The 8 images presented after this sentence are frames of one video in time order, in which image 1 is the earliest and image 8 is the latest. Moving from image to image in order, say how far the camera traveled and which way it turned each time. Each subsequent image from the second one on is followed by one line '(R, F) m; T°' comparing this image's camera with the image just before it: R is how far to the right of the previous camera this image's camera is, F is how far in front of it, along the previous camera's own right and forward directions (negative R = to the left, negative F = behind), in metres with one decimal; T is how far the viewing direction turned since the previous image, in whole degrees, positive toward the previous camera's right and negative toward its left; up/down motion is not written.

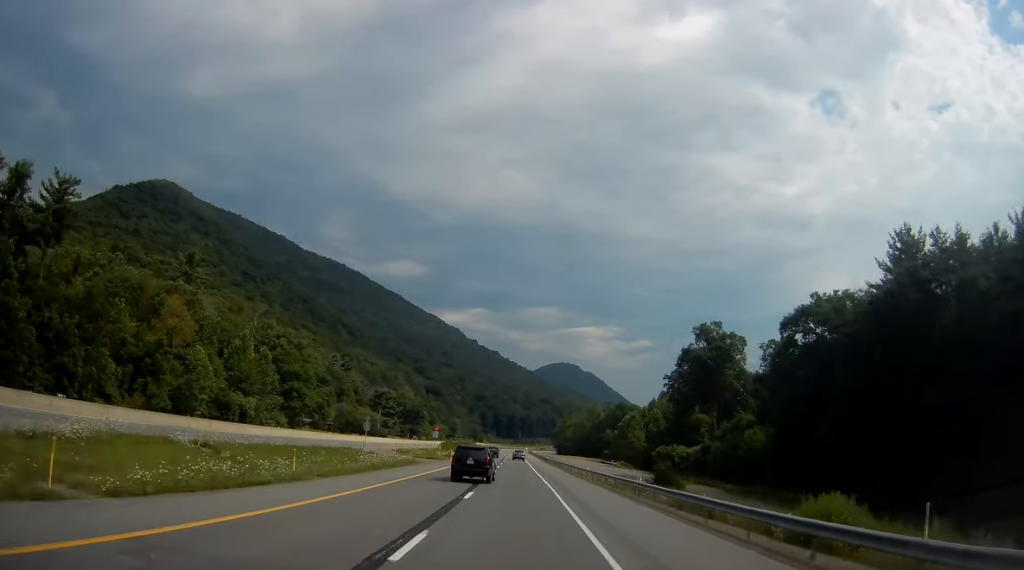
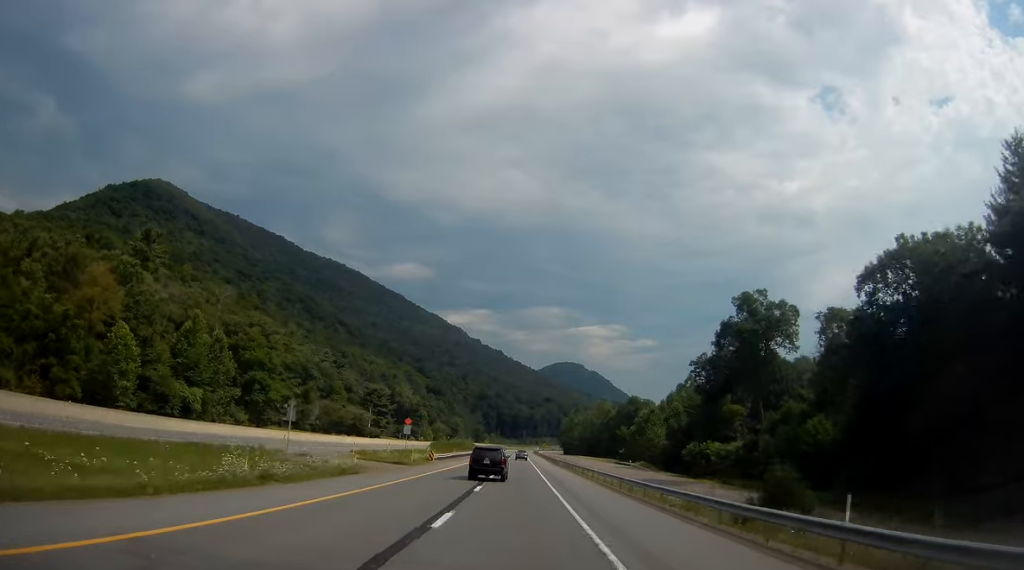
(-0.4, +20.8) m; -1°
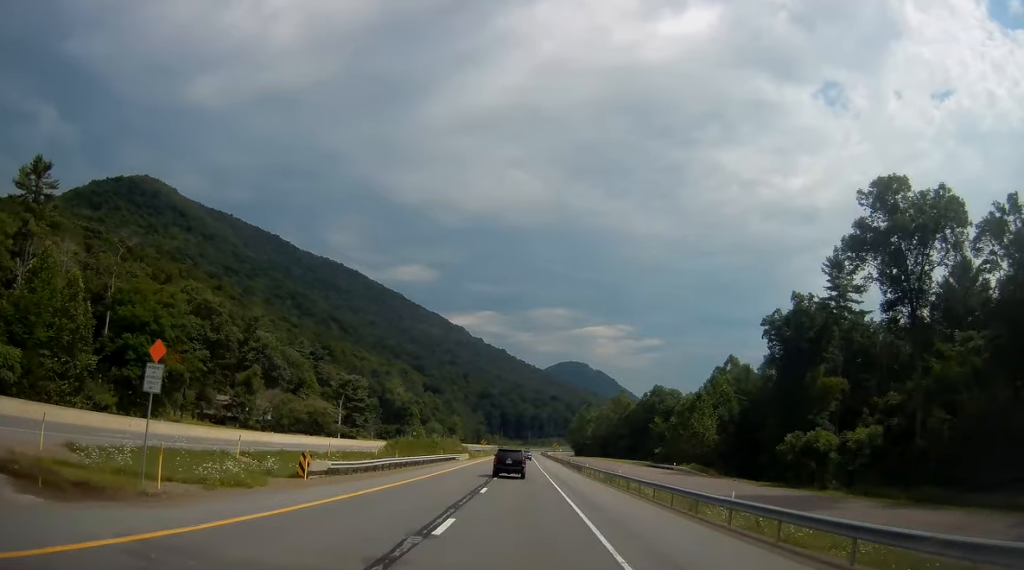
(-0.2, +39.2) m; -1°
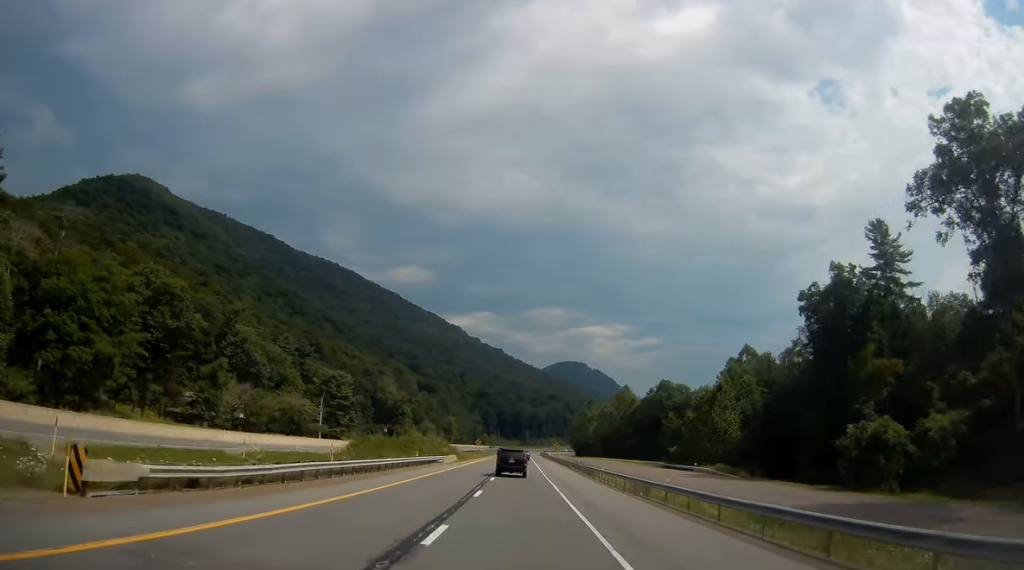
(-0.2, +15.3) m; 0°
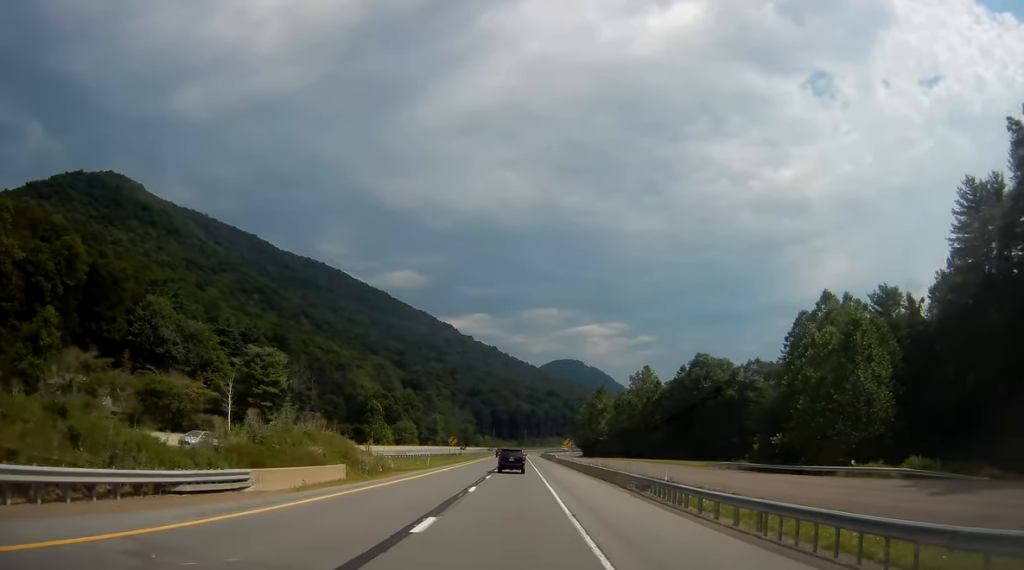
(+0.3, +50.7) m; 0°
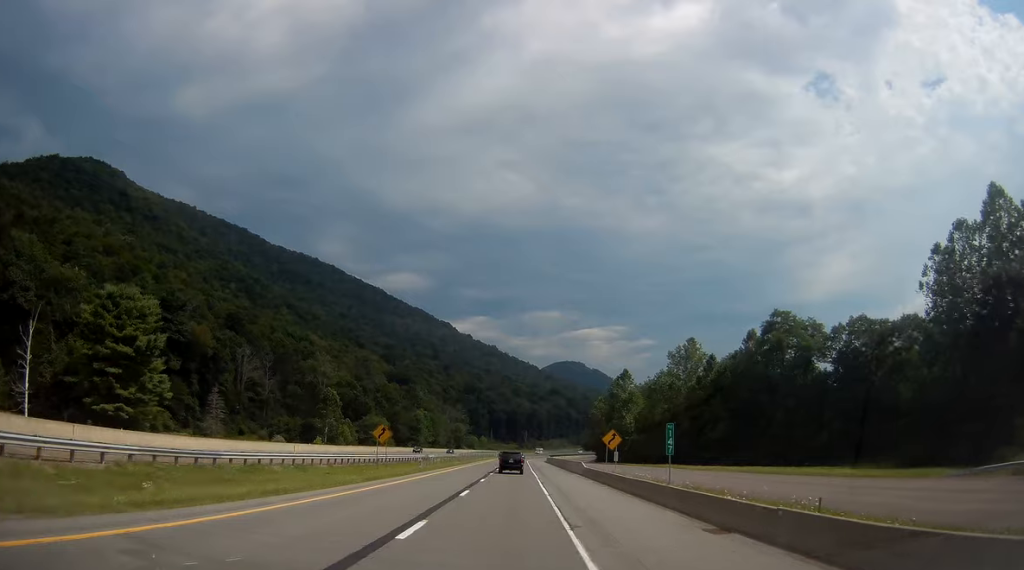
(-0.3, +48.6) m; -1°
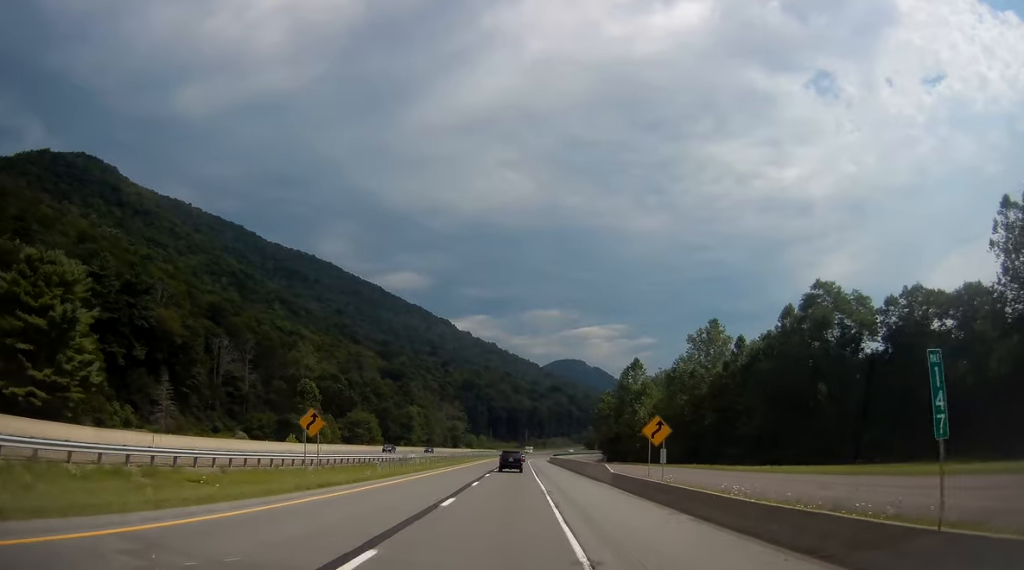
(-0.1, +17.5) m; 0°
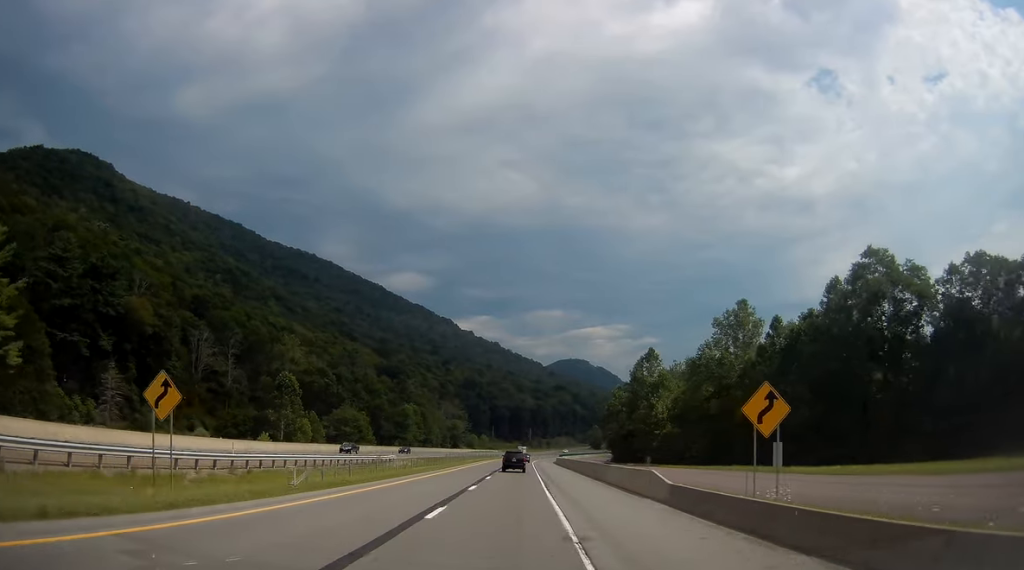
(+0.1, +16.5) m; 0°
